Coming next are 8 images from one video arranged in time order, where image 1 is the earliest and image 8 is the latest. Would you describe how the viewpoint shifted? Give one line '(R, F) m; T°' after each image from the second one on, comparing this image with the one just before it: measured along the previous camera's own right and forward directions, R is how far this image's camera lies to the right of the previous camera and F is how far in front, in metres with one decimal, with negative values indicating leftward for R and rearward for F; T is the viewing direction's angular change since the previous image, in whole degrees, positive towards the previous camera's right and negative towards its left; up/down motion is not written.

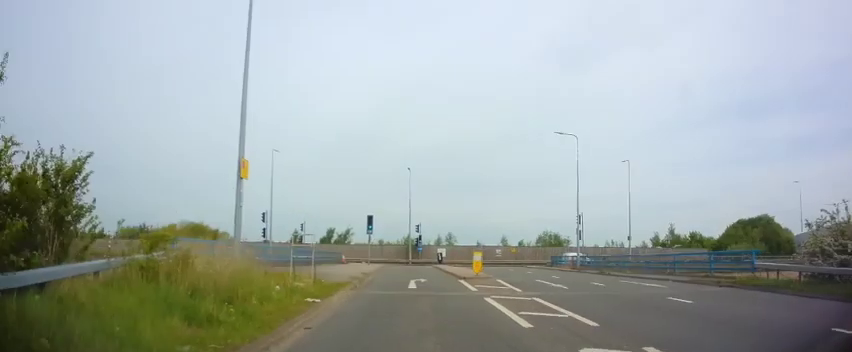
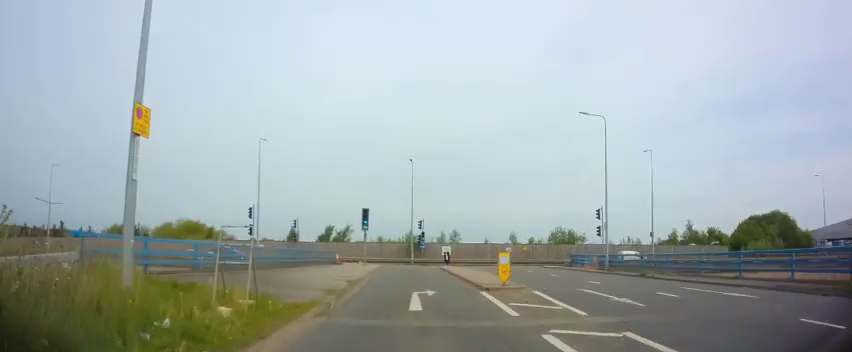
(0.0, +5.2) m; 0°
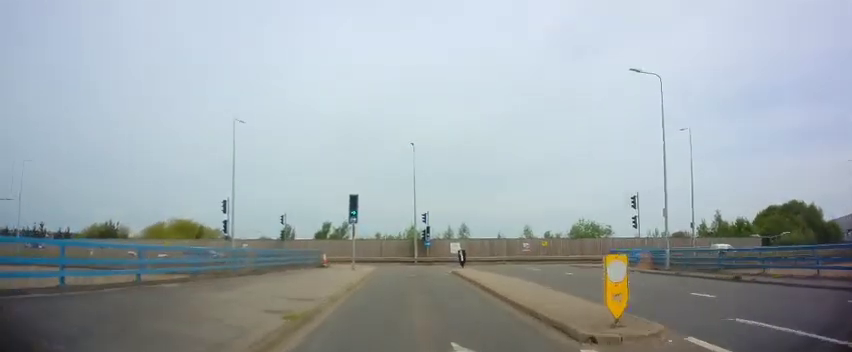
(-0.1, +7.4) m; 0°
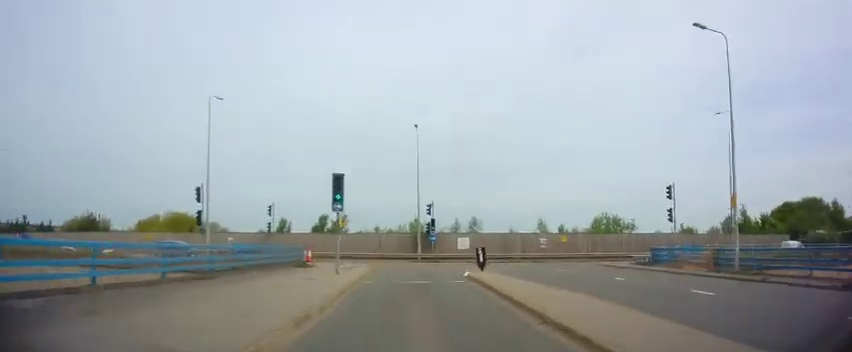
(0.0, +5.6) m; -1°
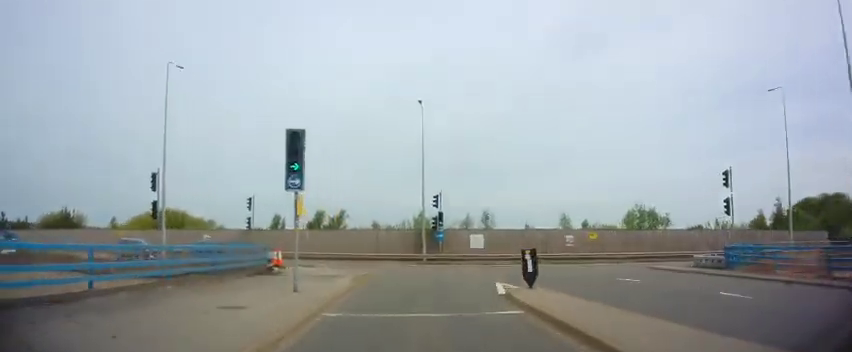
(0.0, +7.2) m; -1°
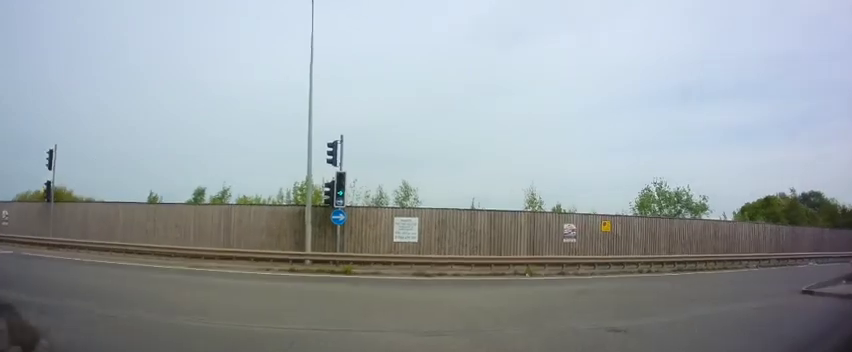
(+0.9, +17.3) m; +16°
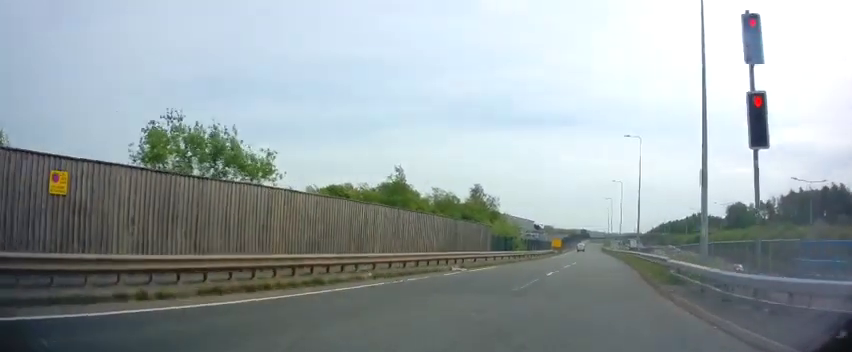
(+5.0, +12.2) m; +50°
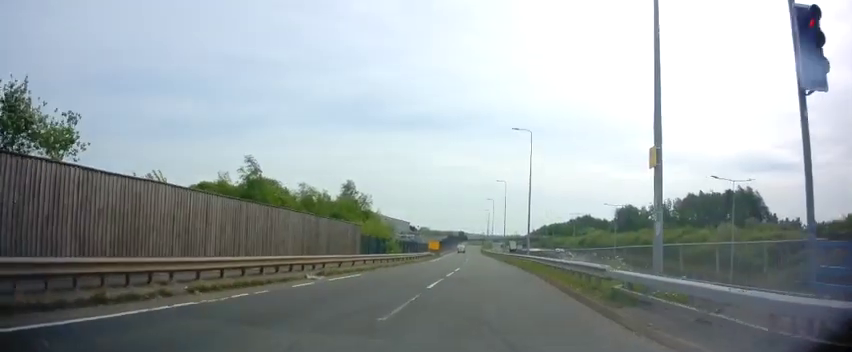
(+0.8, +4.4) m; +14°
